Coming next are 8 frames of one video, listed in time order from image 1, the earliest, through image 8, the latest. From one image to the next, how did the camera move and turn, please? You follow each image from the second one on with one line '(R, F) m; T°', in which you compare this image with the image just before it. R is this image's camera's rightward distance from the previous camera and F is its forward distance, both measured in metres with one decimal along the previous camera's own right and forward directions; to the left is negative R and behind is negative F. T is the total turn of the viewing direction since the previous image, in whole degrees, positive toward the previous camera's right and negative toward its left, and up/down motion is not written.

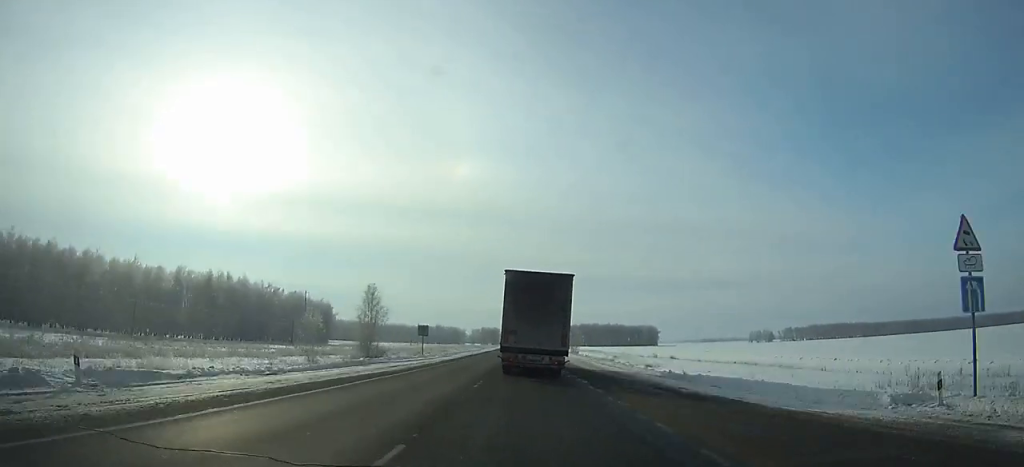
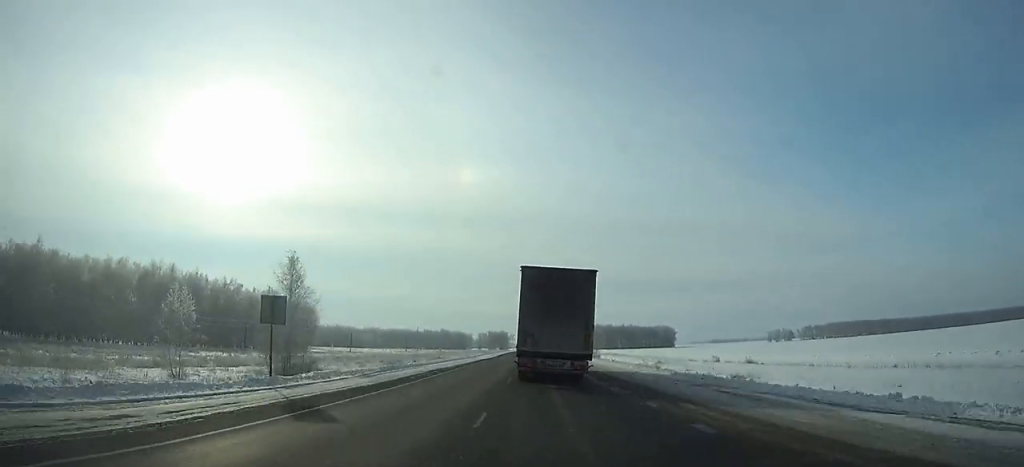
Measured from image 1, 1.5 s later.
(-0.4, +35.0) m; 0°
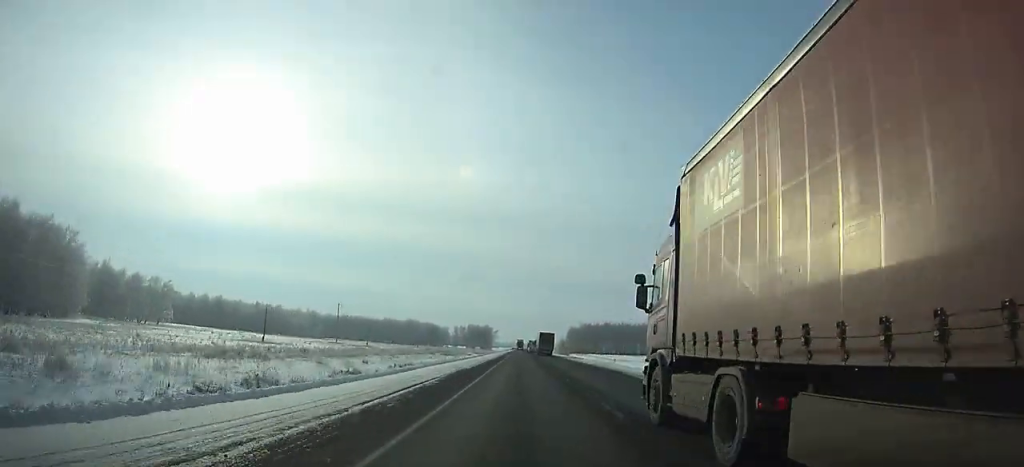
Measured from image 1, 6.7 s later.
(+1.5, +135.9) m; +2°
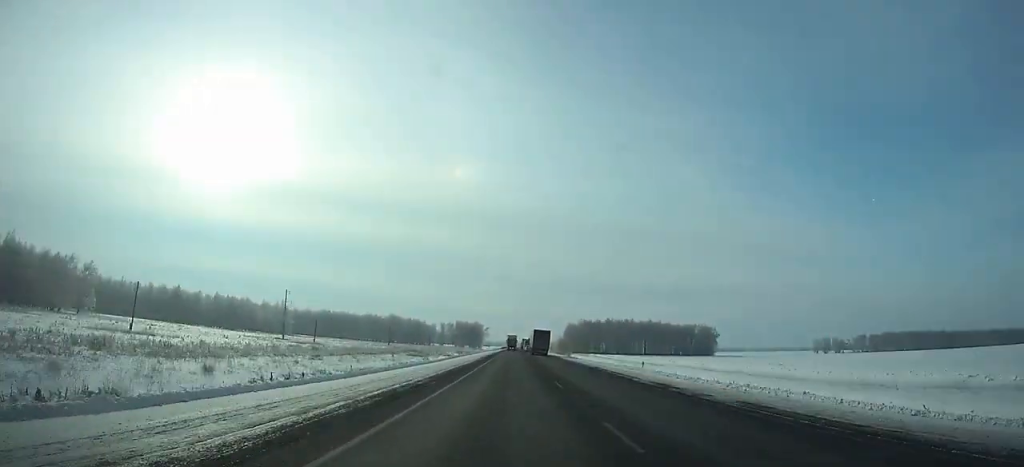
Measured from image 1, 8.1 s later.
(+0.1, +38.6) m; +1°
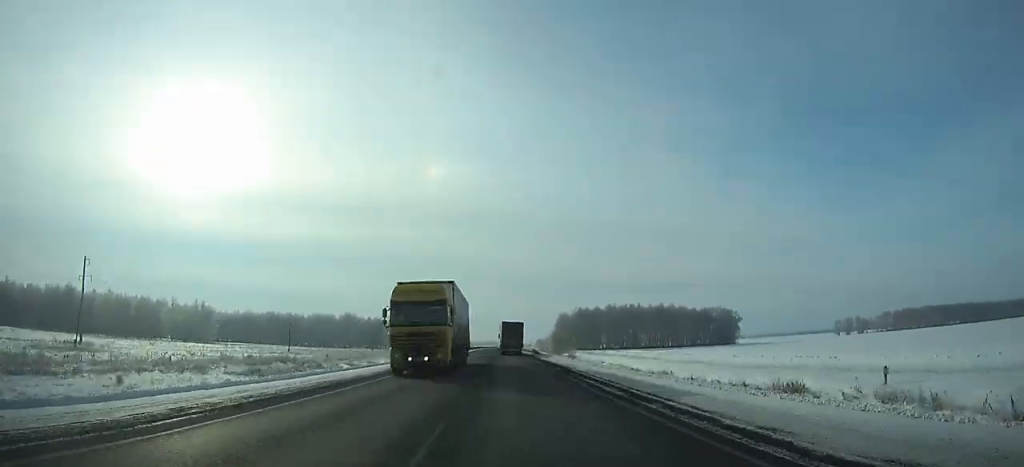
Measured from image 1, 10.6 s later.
(+0.7, +70.1) m; 0°
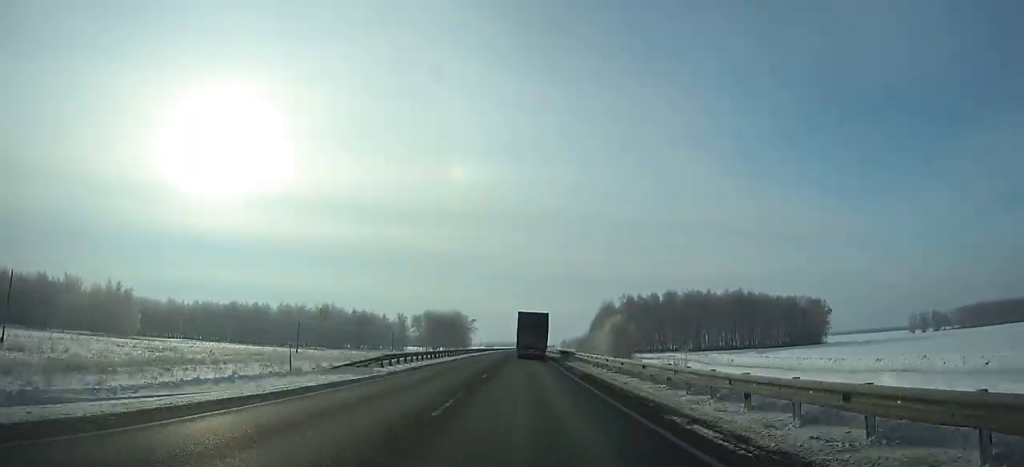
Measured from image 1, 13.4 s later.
(-0.4, +76.8) m; 0°
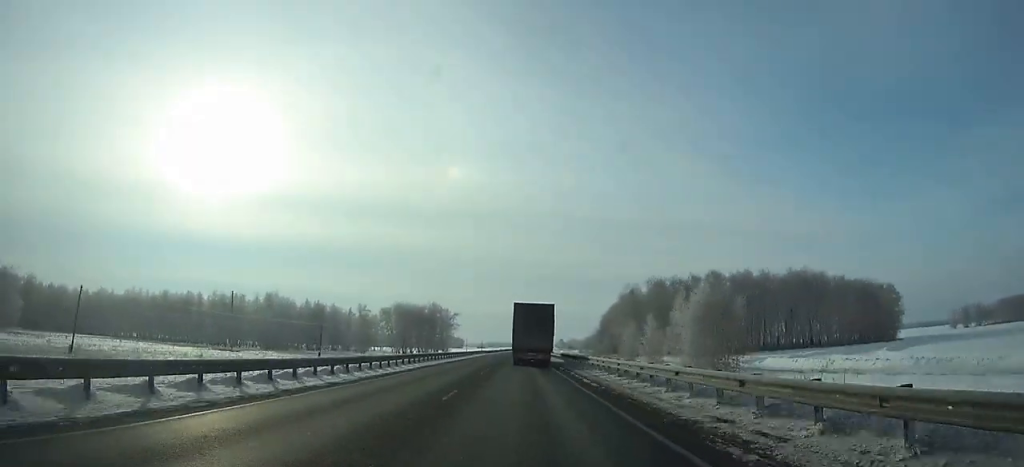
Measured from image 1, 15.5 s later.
(0.0, +55.0) m; 0°
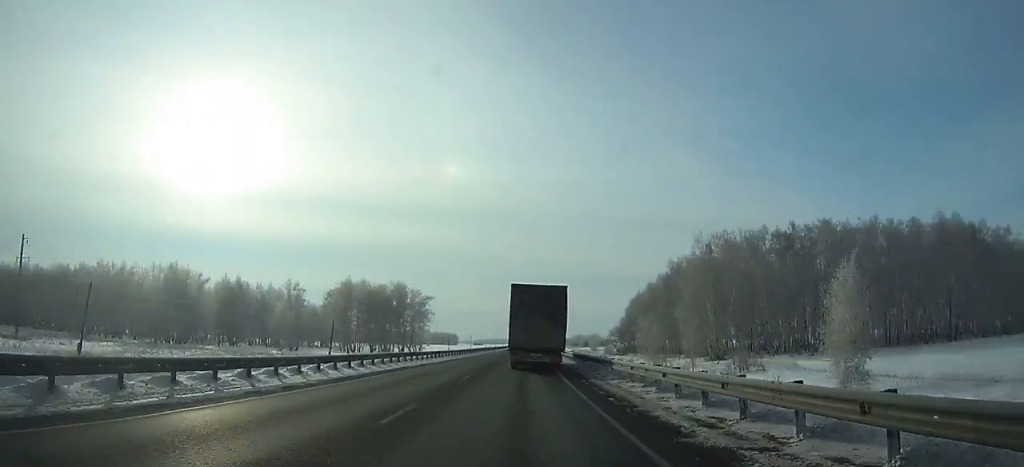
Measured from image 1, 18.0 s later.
(+0.2, +62.8) m; +1°
